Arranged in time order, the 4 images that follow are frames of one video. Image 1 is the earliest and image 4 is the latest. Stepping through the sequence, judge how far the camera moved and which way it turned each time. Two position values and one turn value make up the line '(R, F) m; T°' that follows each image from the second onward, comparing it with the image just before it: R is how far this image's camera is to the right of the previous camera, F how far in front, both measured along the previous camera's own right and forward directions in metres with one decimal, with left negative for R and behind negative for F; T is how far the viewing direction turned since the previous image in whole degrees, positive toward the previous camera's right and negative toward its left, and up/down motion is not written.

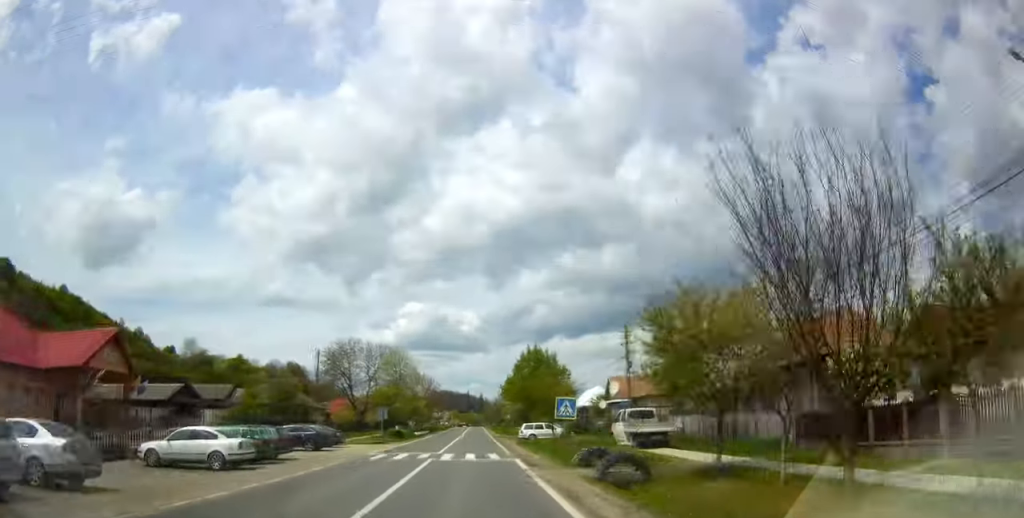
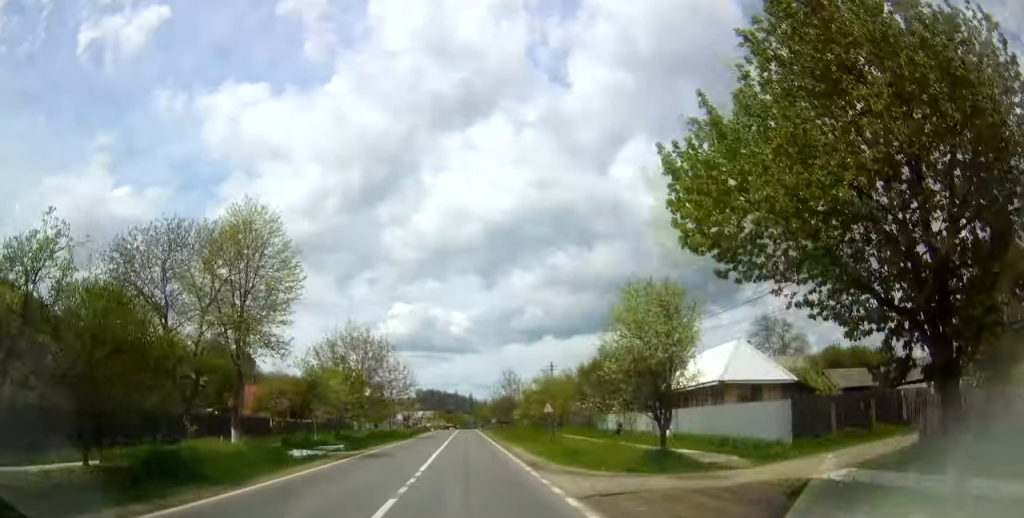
(+0.3, +51.5) m; 0°
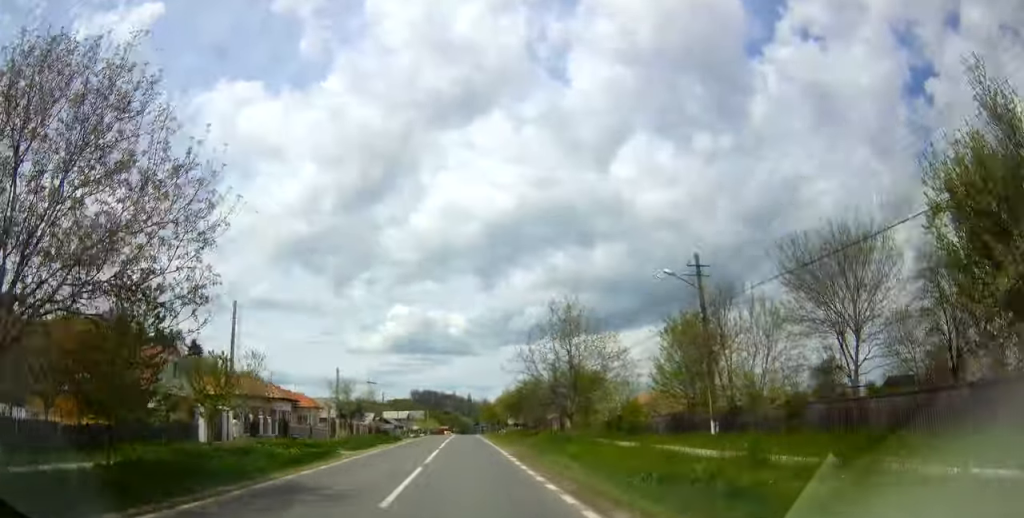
(-0.7, +44.8) m; 0°
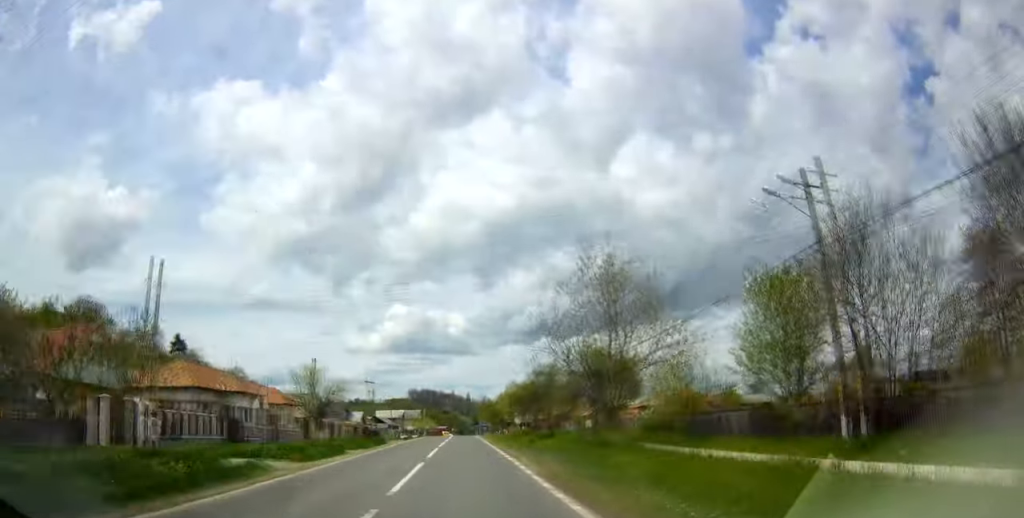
(+0.1, +9.9) m; +1°
